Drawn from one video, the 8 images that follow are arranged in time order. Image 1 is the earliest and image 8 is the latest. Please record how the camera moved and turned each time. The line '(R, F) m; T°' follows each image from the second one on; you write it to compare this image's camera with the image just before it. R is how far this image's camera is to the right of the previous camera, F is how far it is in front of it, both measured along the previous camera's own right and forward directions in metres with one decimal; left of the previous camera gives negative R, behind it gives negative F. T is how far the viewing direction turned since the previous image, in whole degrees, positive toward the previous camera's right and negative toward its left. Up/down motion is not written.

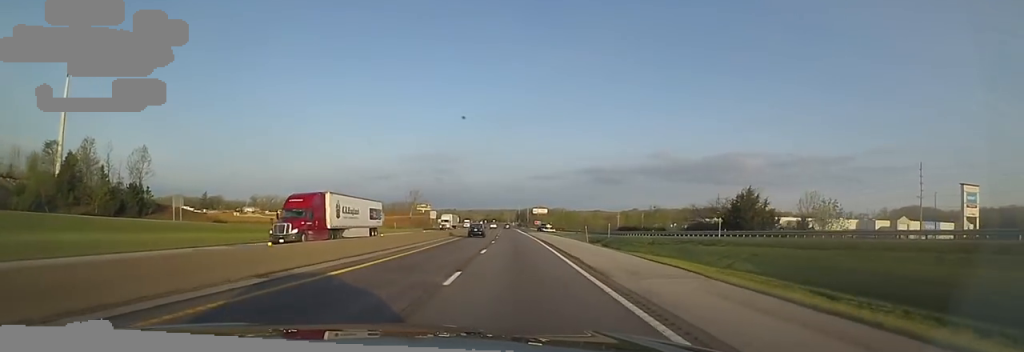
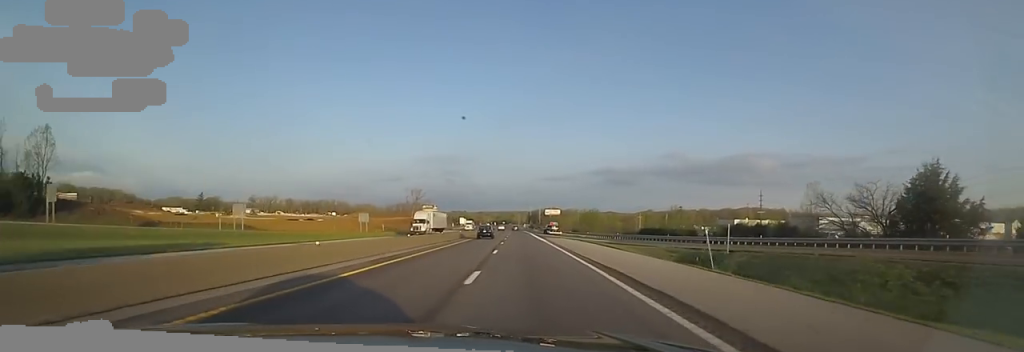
(-0.8, +24.6) m; -2°
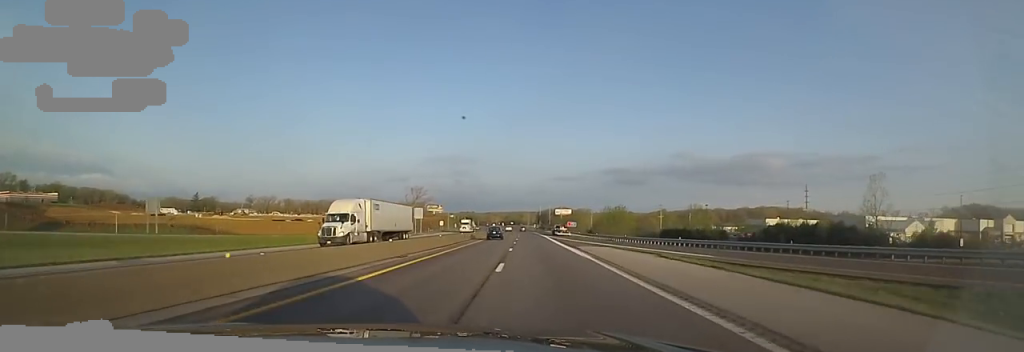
(+0.1, +21.1) m; 0°
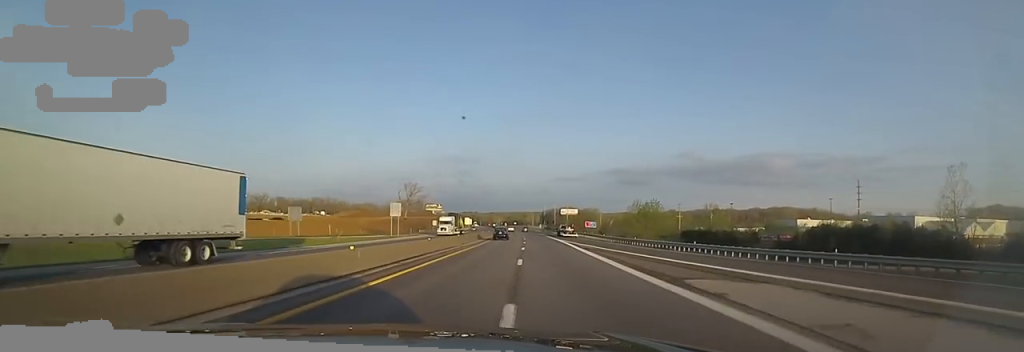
(+0.1, +21.1) m; 0°
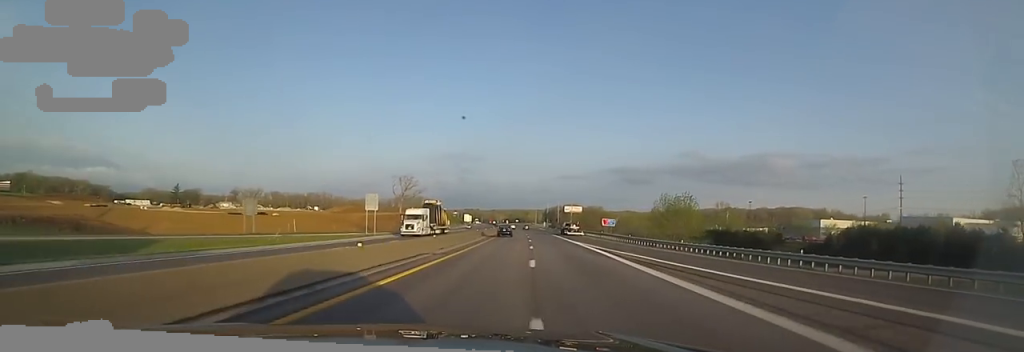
(+0.1, +13.6) m; 0°
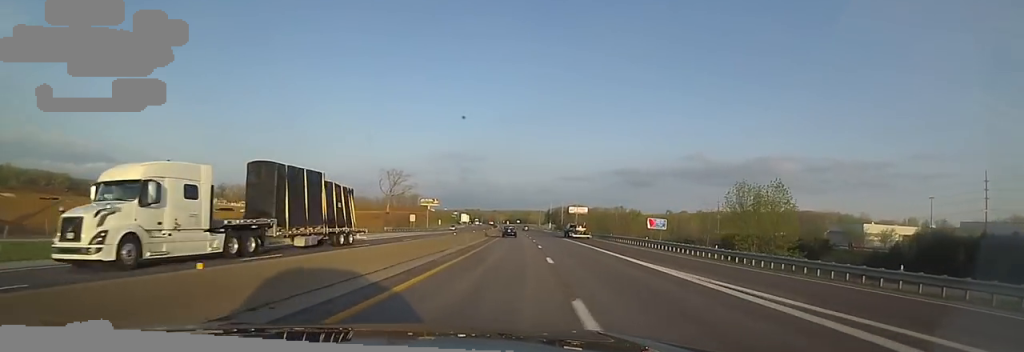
(-0.1, +22.4) m; 0°
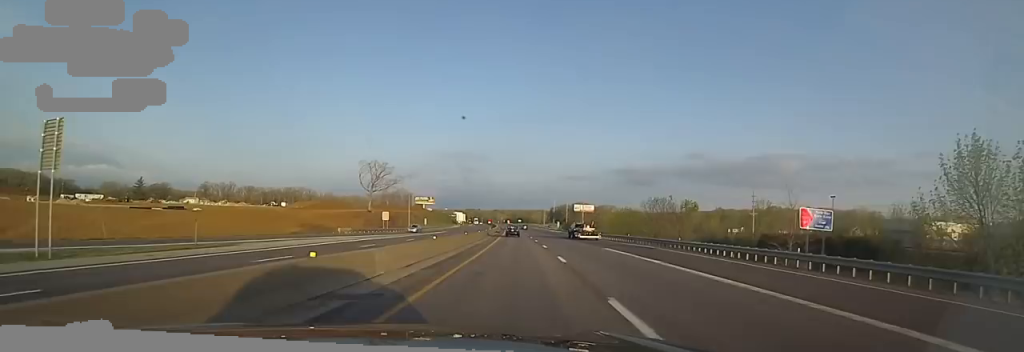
(-0.1, +25.0) m; 0°
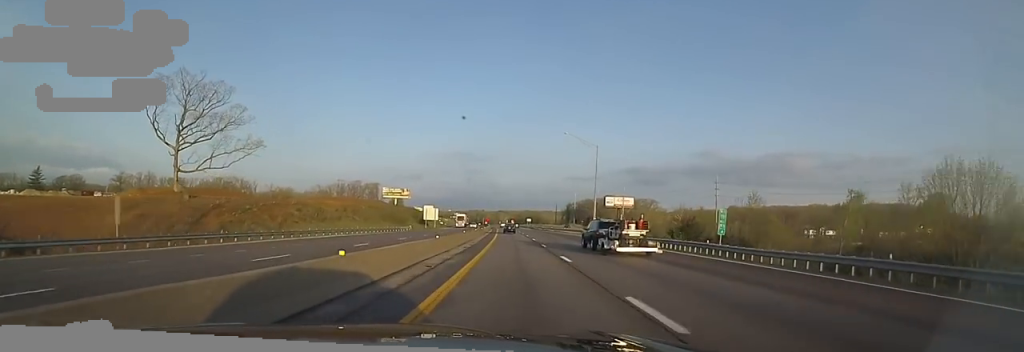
(+0.1, +99.2) m; -1°
